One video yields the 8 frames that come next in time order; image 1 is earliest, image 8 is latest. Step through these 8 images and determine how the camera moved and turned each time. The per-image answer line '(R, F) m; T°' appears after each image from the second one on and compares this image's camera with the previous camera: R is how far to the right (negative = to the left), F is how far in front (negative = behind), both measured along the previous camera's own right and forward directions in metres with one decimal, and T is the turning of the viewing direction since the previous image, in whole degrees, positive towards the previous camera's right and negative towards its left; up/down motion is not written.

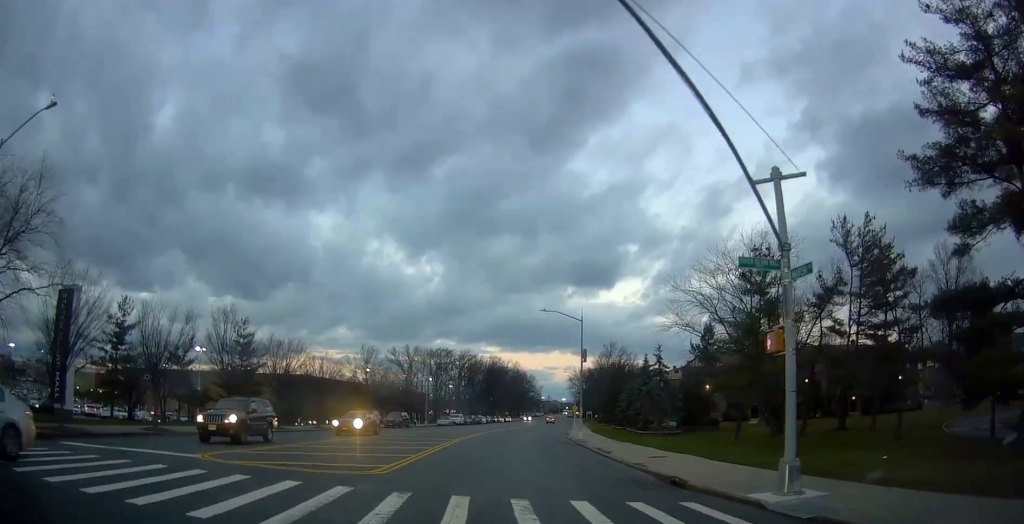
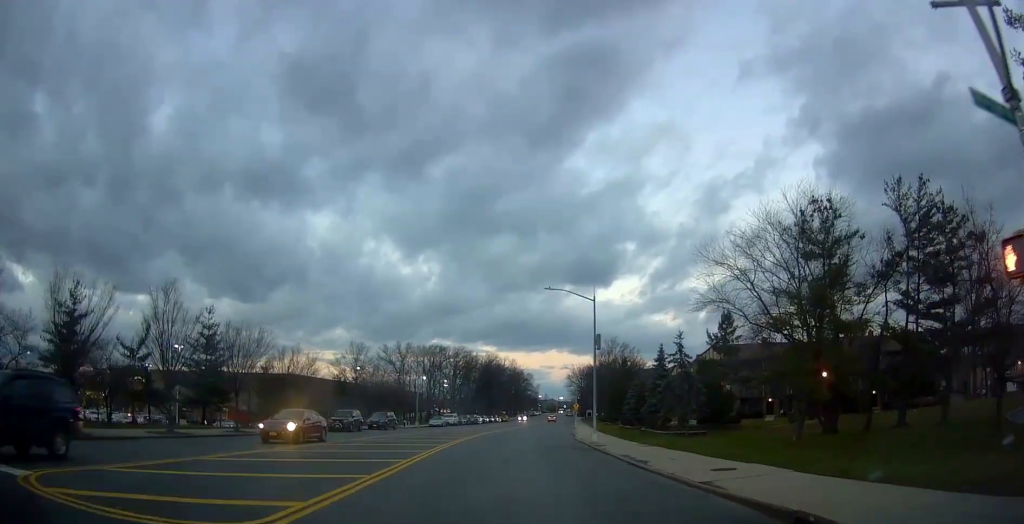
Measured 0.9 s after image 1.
(+0.5, +6.1) m; +2°
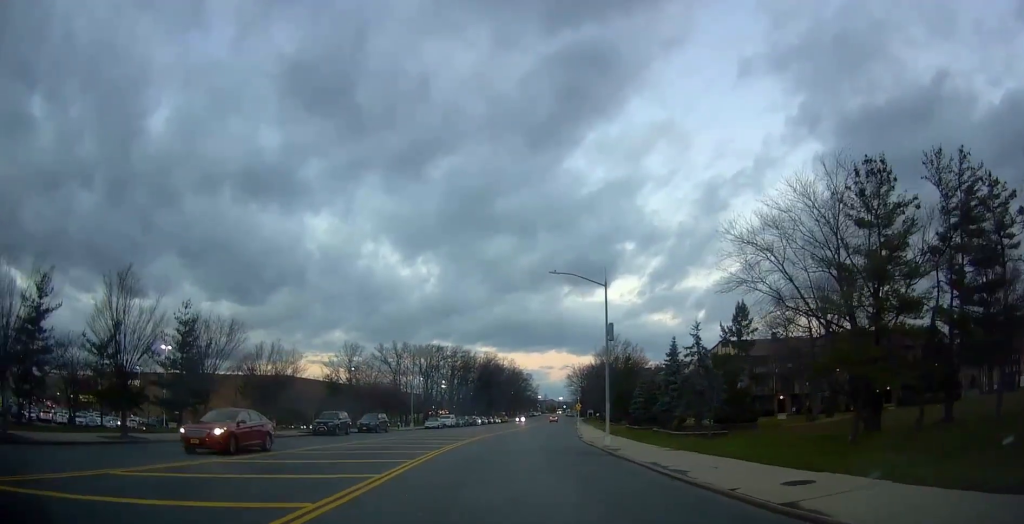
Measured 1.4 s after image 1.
(-0.1, +3.7) m; -1°
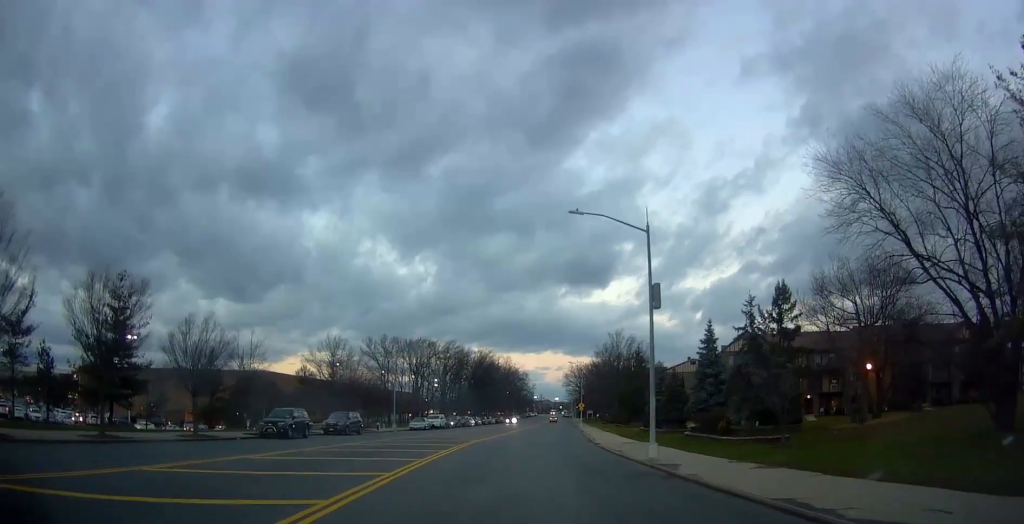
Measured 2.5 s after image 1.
(-0.3, +8.6) m; 0°
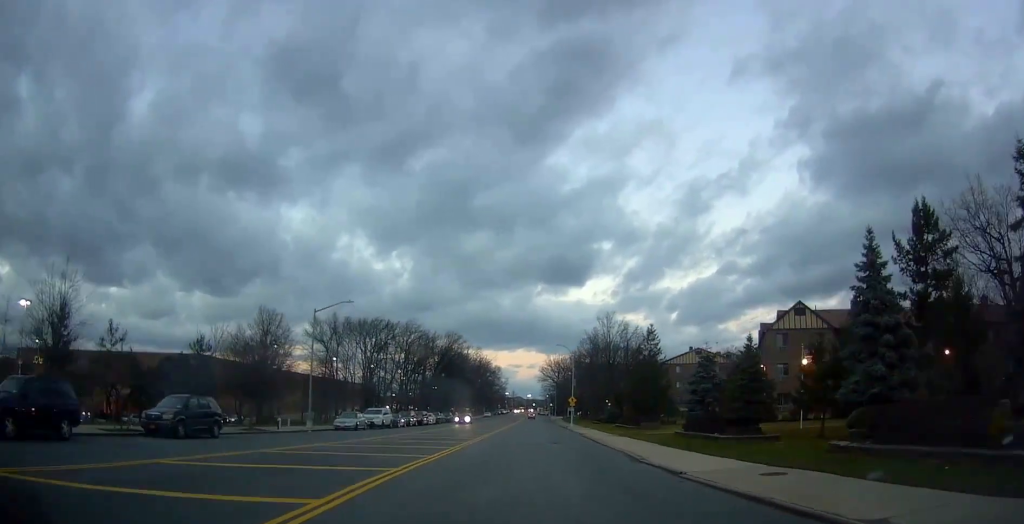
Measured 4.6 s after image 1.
(+1.0, +19.7) m; +3°
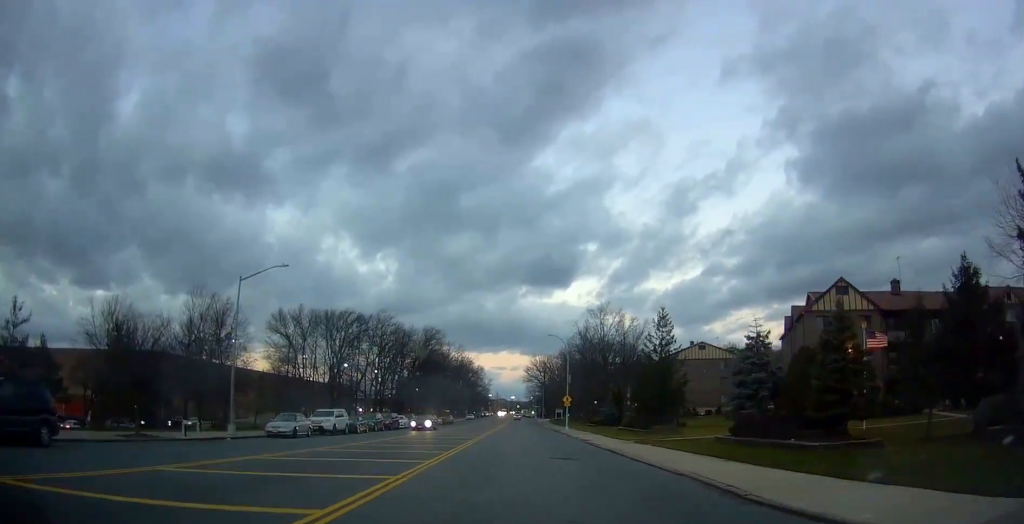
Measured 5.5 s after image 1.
(0.0, +10.4) m; 0°
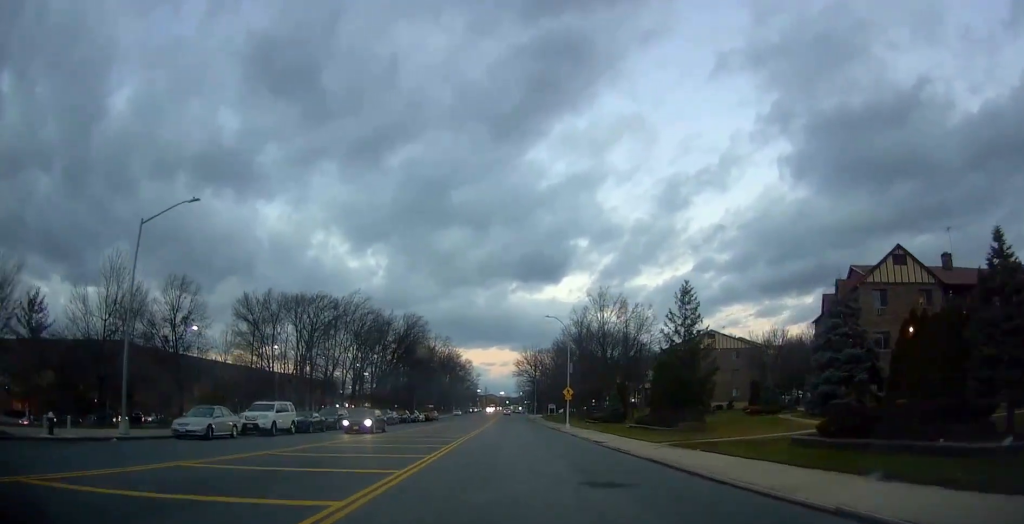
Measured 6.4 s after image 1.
(+0.1, +9.5) m; +1°
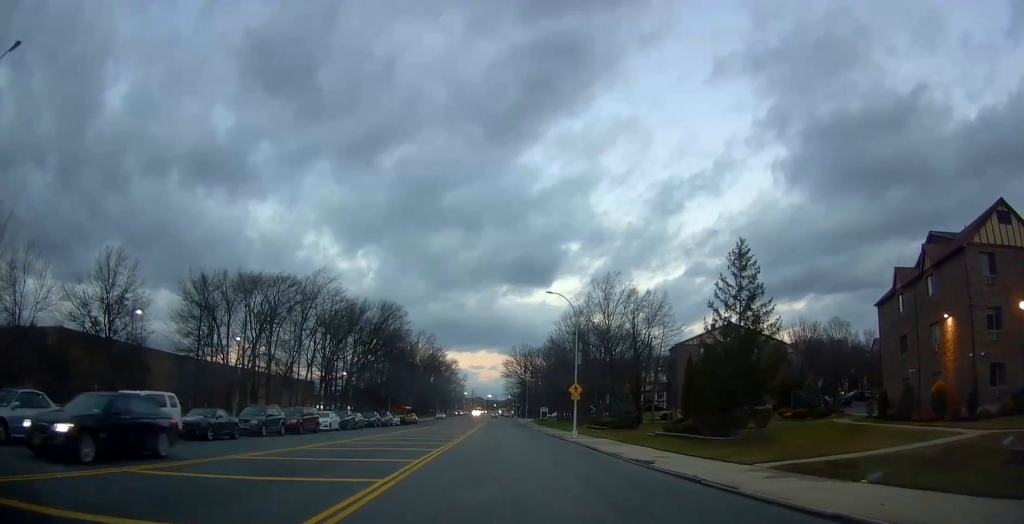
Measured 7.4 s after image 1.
(+0.2, +12.2) m; +2°
